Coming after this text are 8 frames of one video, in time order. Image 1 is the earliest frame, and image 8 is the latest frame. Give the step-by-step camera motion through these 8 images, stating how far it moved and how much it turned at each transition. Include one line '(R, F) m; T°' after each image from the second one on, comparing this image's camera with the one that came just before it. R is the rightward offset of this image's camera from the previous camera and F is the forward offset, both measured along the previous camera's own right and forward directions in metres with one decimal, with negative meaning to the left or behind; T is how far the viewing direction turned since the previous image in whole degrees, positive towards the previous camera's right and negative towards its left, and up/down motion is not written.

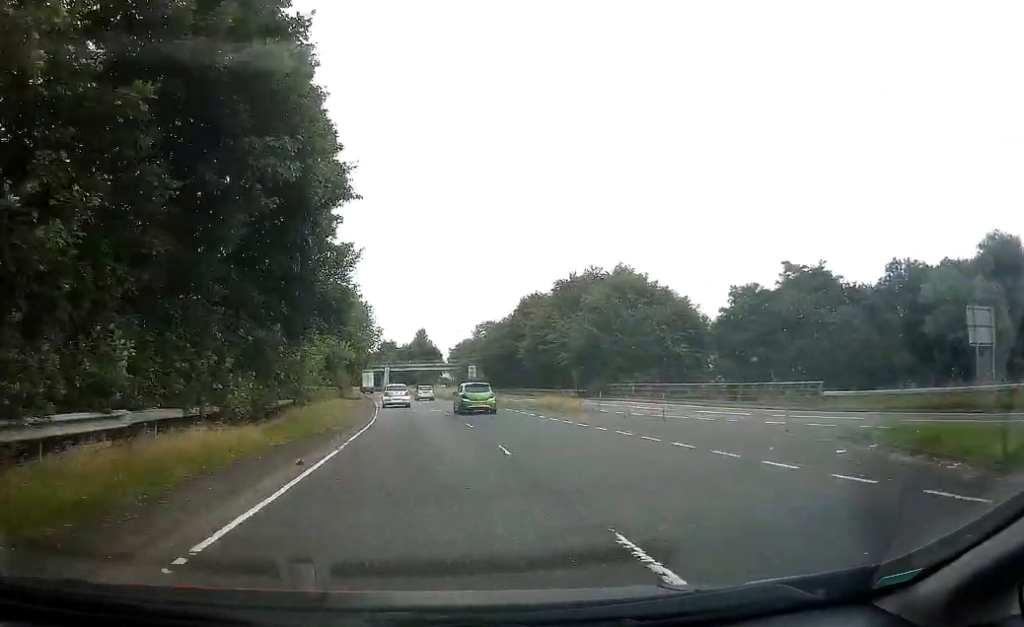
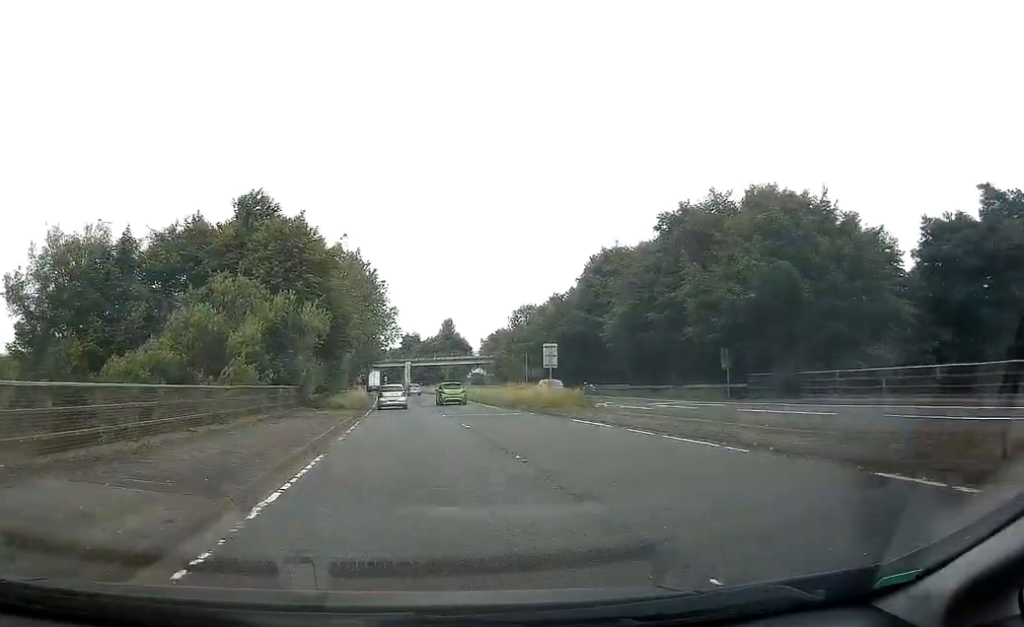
(-0.4, +30.3) m; -2°
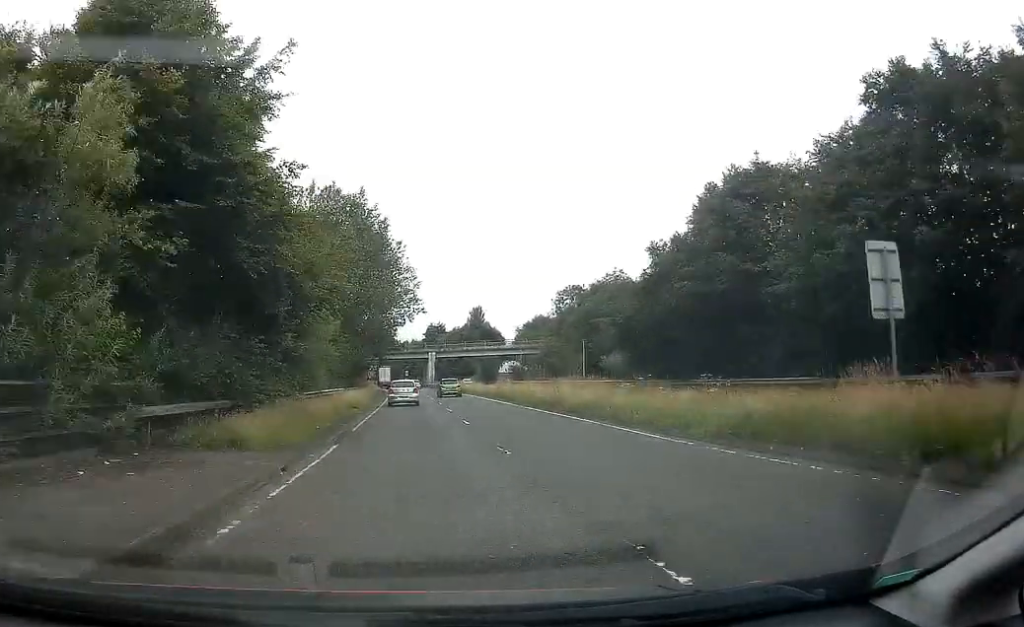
(-0.6, +25.7) m; -3°
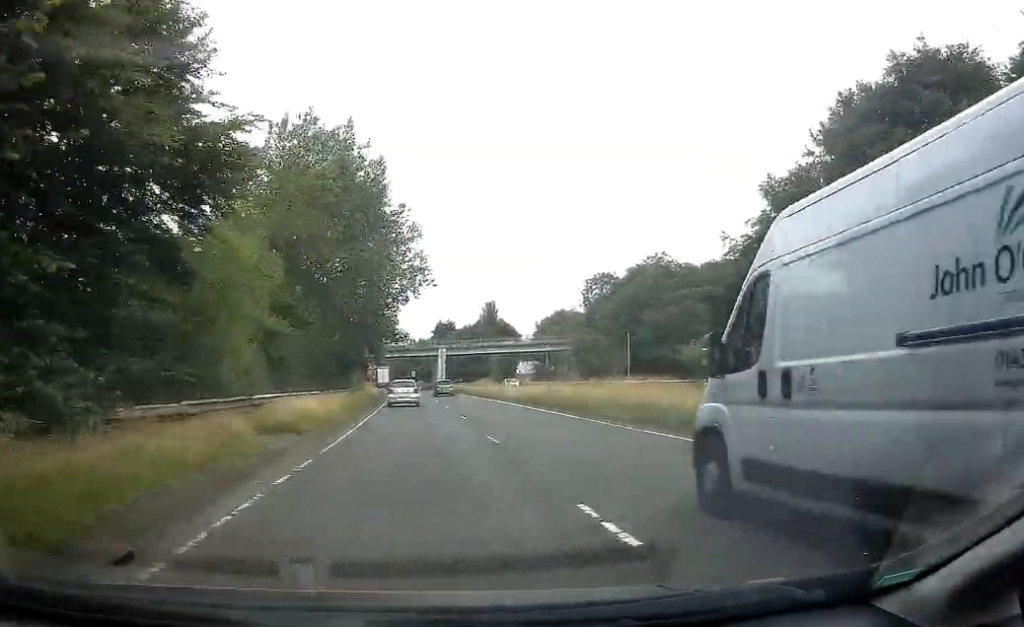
(-0.2, +16.1) m; -1°
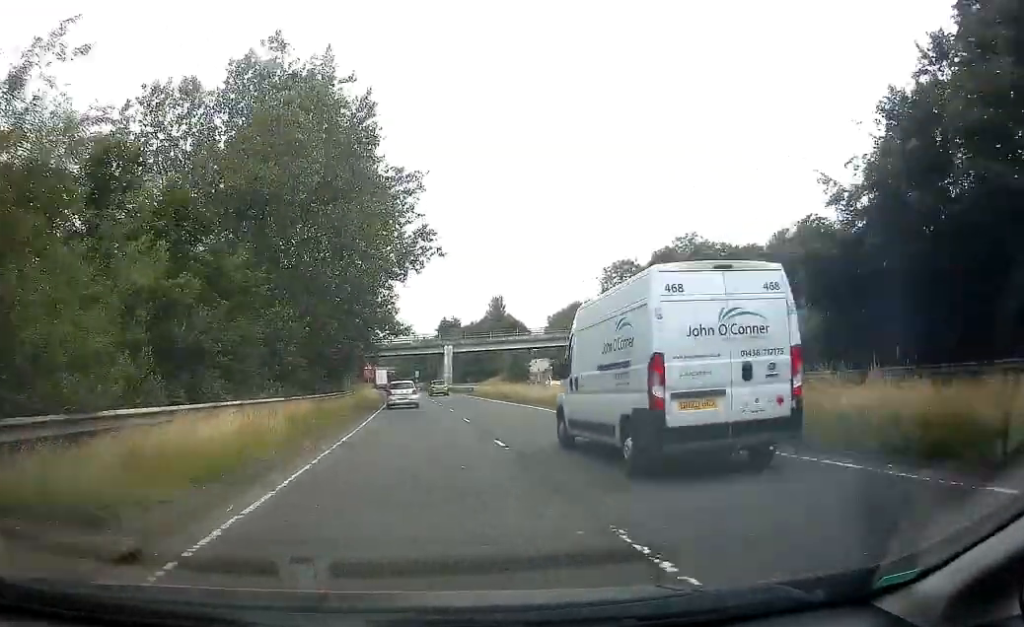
(-0.1, +10.5) m; 0°
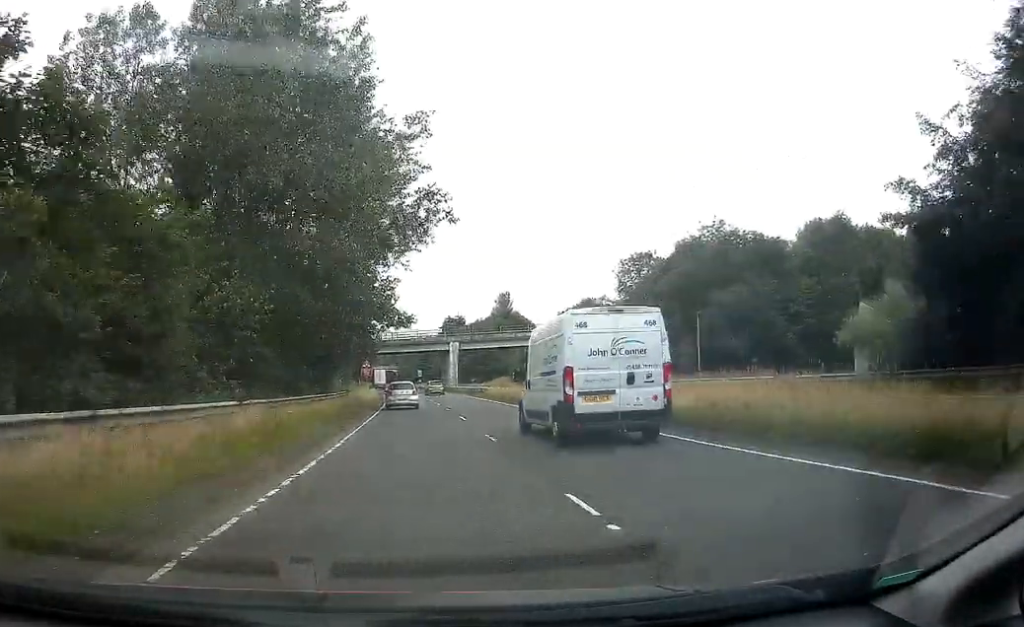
(0.0, +7.1) m; 0°
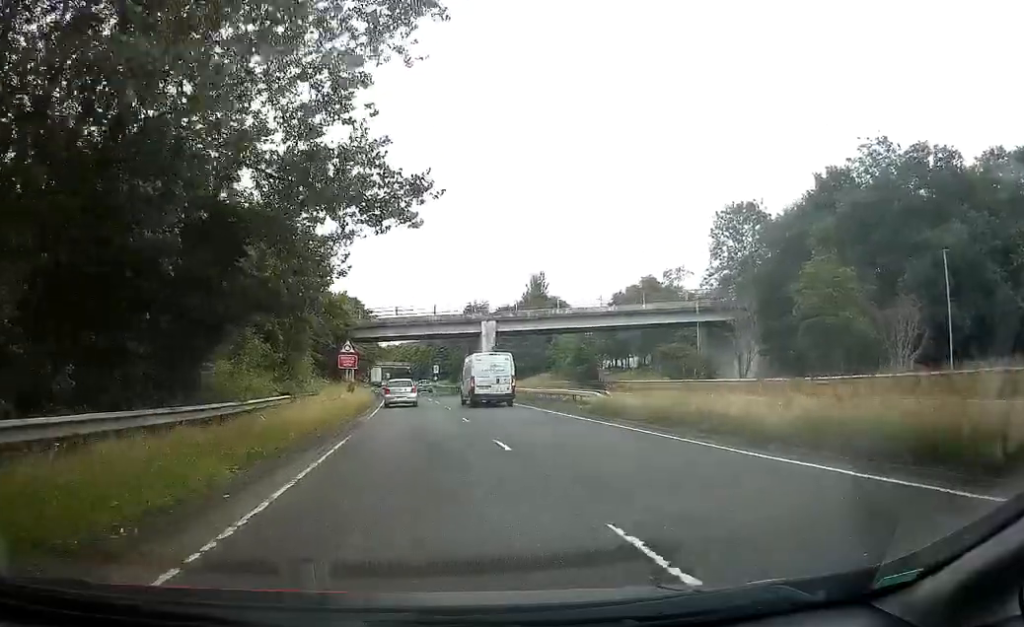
(-0.5, +28.5) m; -3°
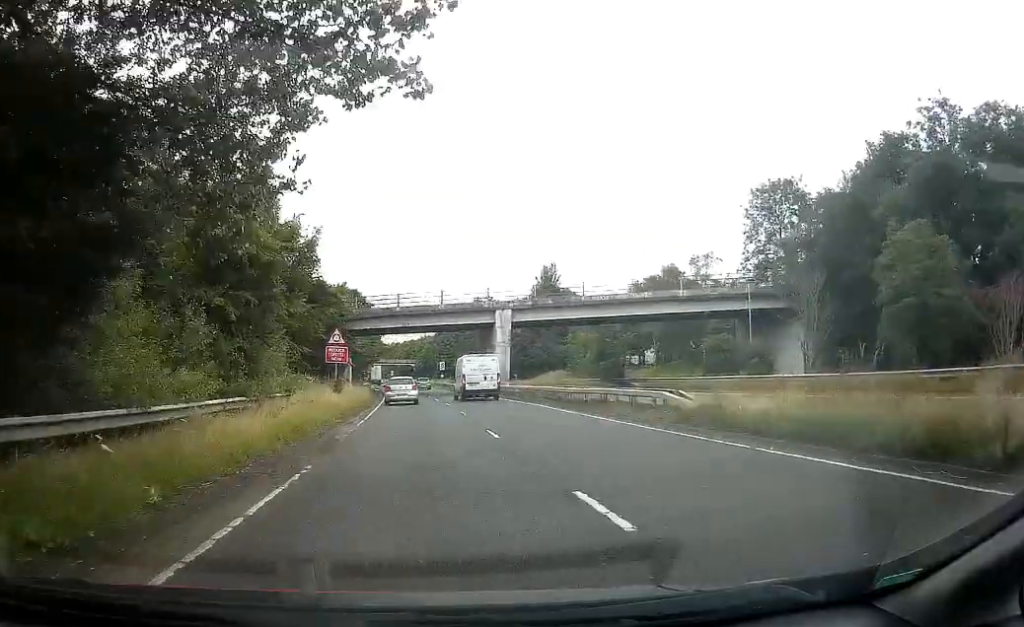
(-0.1, +7.5) m; 0°
